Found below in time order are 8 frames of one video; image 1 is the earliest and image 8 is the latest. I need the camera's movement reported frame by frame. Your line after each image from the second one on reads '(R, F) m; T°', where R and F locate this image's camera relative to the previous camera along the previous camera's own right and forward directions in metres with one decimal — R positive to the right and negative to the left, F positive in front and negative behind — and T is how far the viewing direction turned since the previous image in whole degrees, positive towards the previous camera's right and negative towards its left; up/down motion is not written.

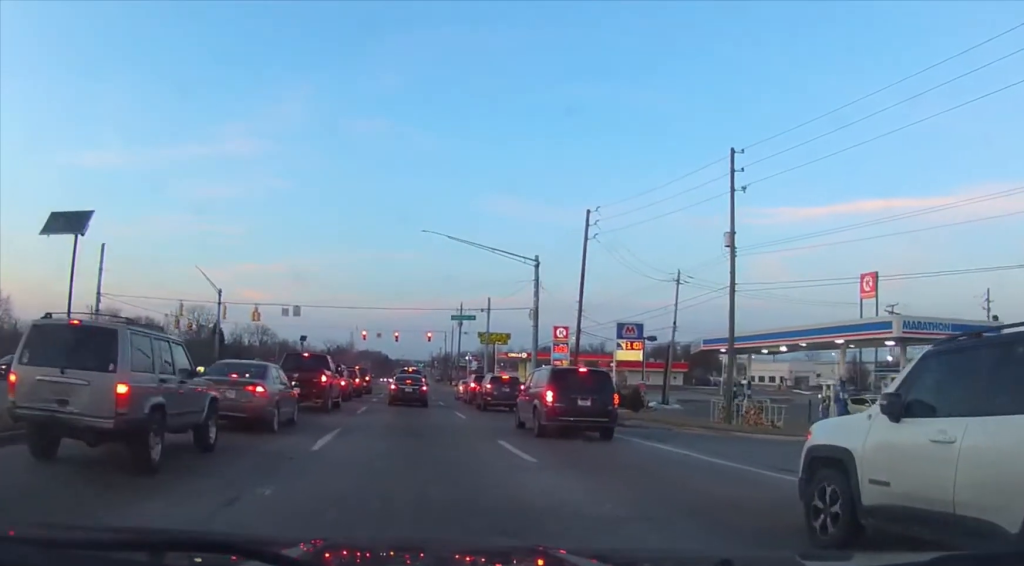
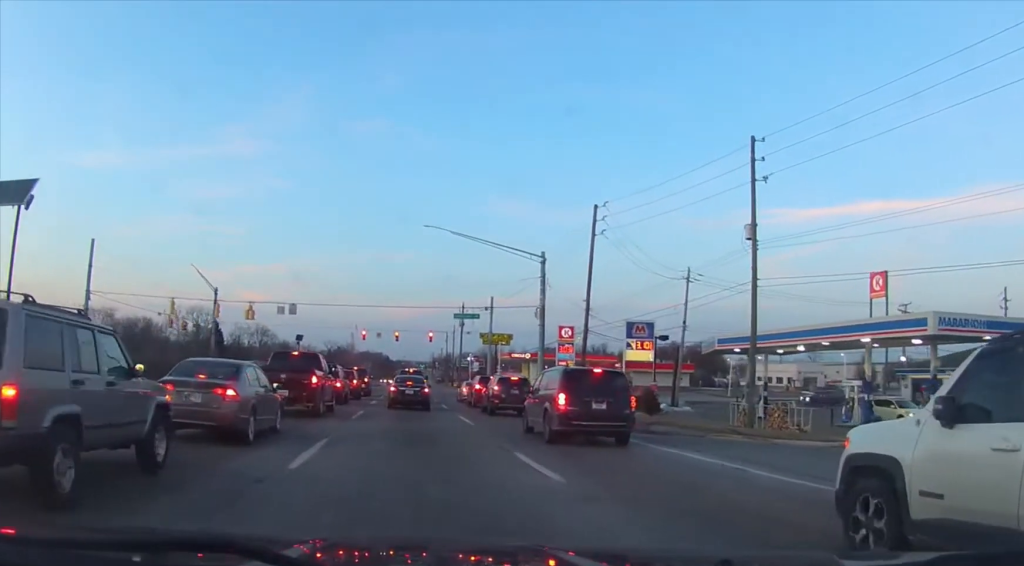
(0.0, +2.3) m; 0°
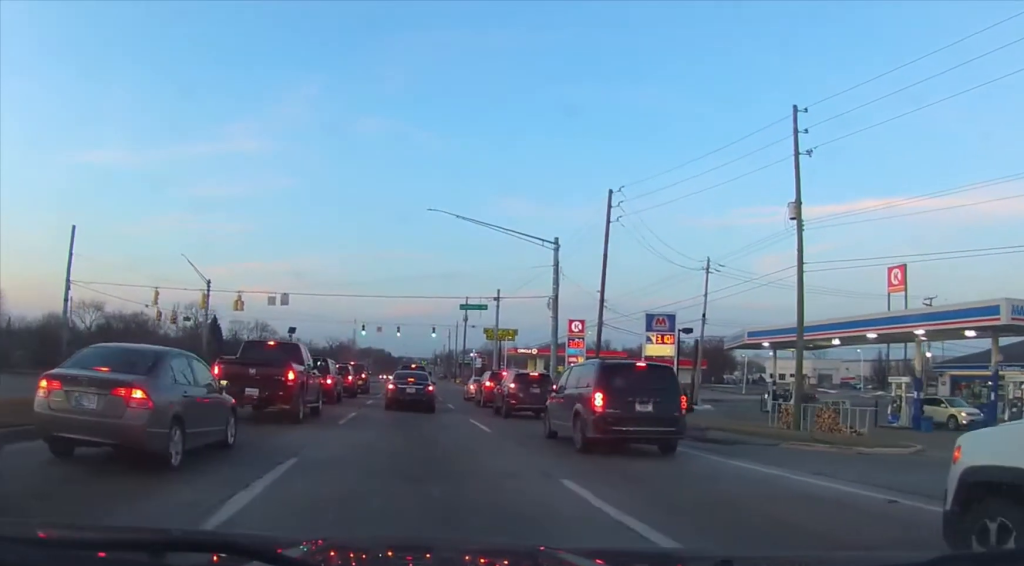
(0.0, +4.2) m; 0°
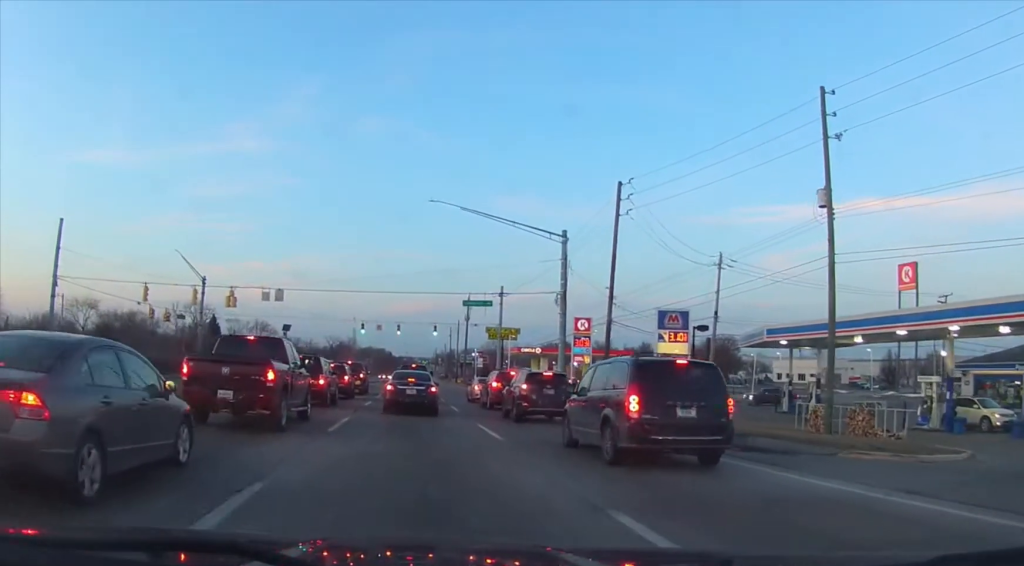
(0.0, +2.4) m; 0°
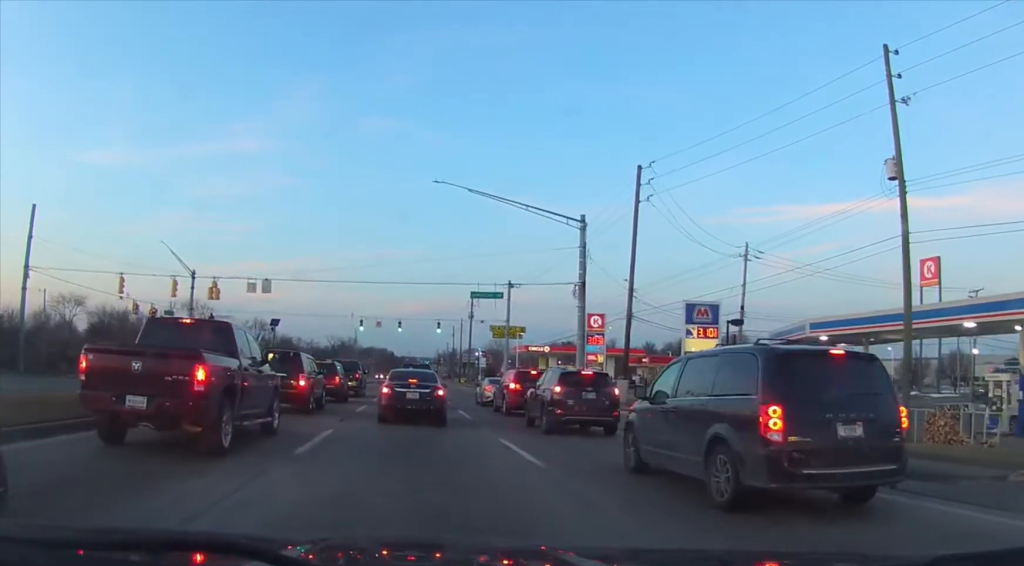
(0.0, +5.0) m; 0°
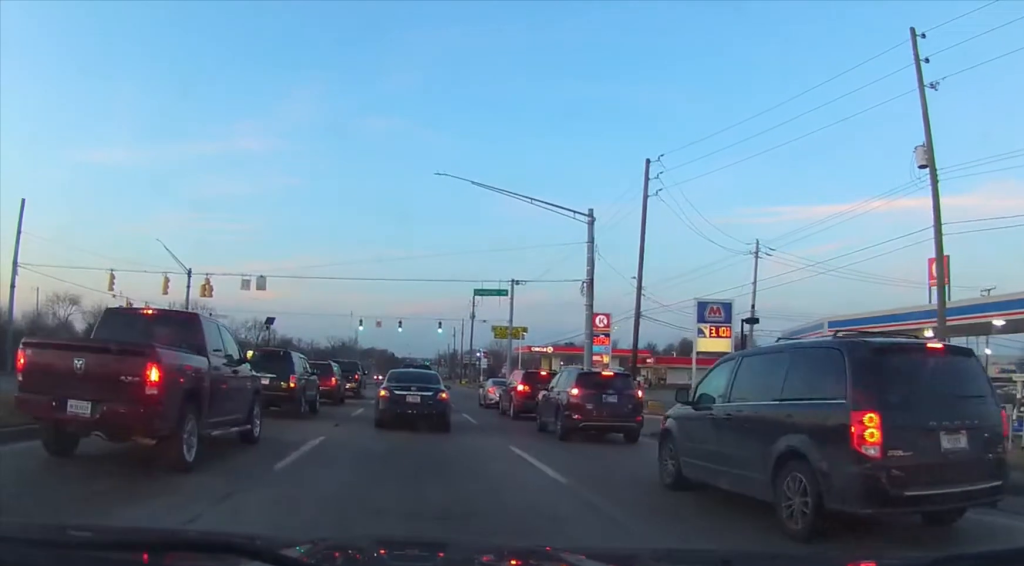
(0.0, +1.9) m; 0°
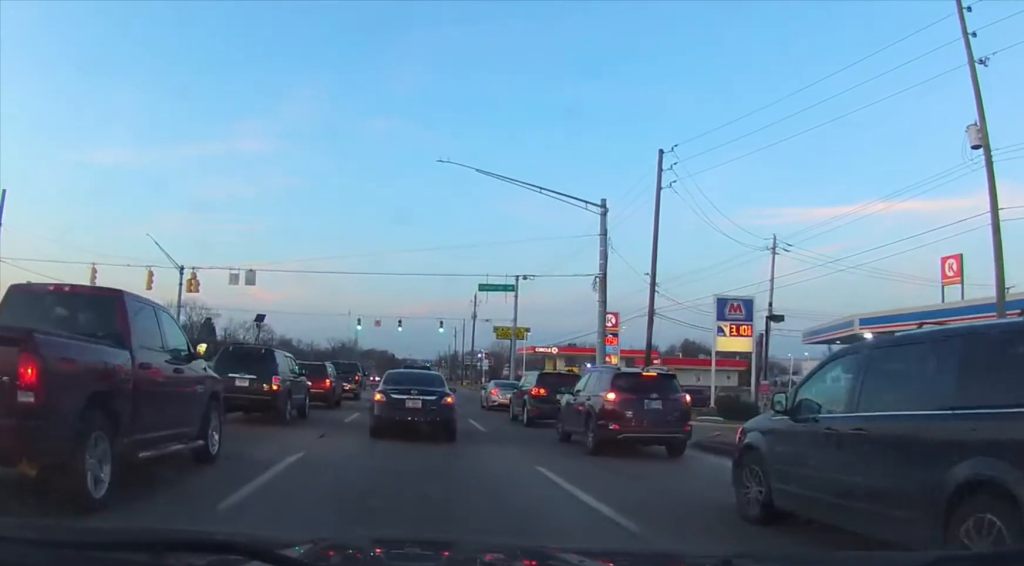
(0.0, +2.9) m; 0°
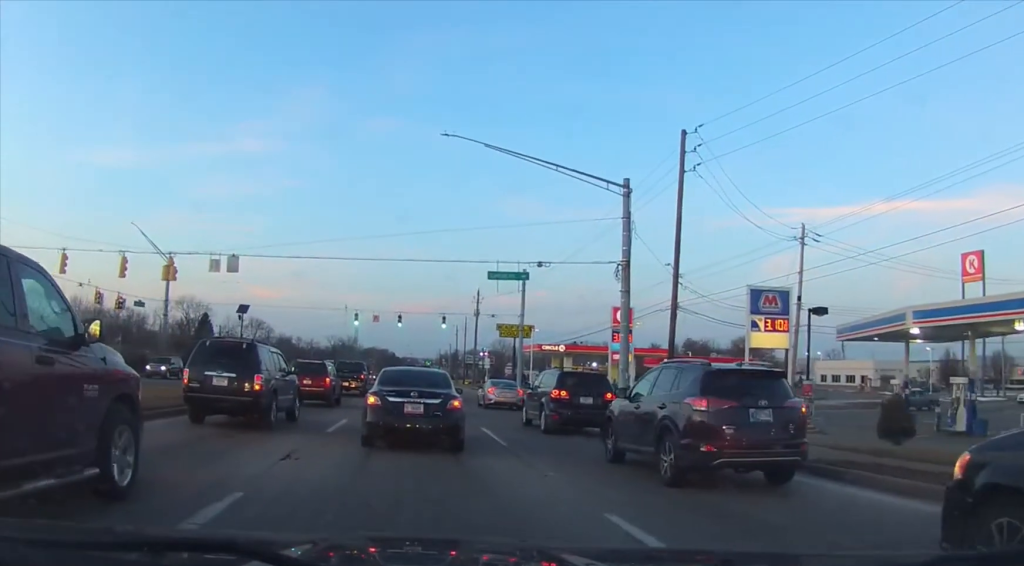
(0.0, +3.9) m; 0°
